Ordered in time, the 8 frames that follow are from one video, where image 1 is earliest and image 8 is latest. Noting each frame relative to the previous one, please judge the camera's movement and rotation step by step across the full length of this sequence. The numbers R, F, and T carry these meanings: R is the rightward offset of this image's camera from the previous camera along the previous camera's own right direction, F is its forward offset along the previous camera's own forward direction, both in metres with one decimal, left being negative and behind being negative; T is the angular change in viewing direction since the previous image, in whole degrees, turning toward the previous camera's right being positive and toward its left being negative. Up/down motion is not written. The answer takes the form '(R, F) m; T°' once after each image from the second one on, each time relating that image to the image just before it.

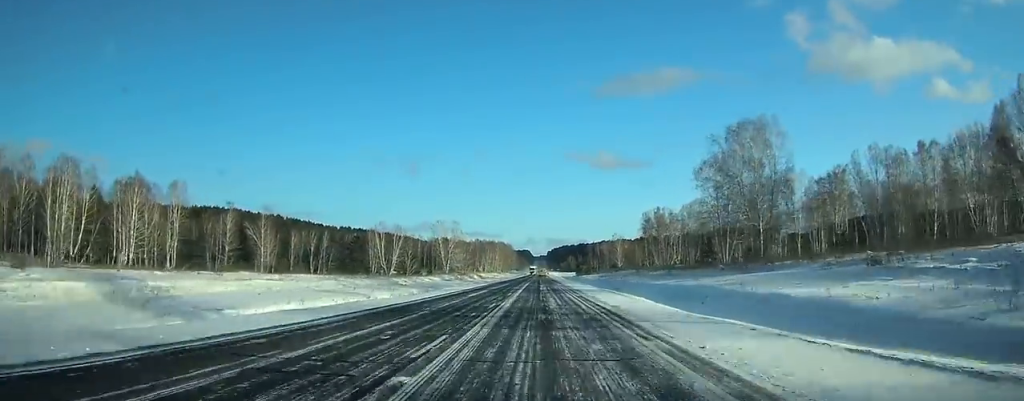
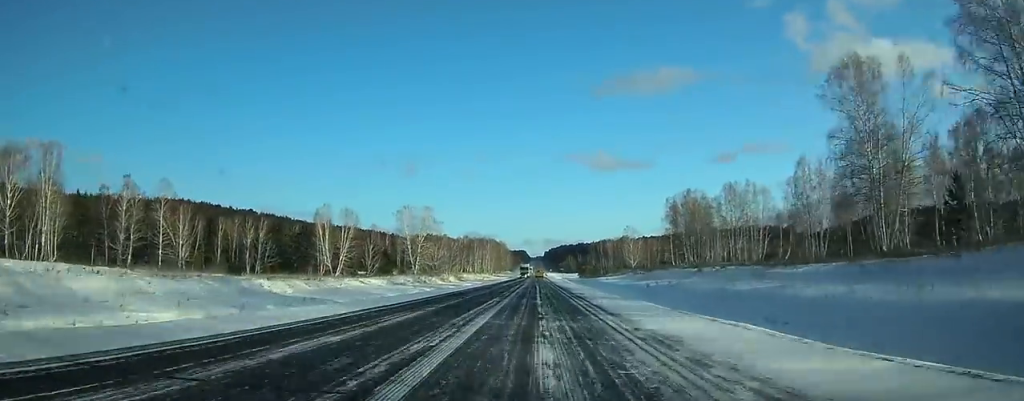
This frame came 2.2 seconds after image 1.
(0.0, +46.9) m; 0°
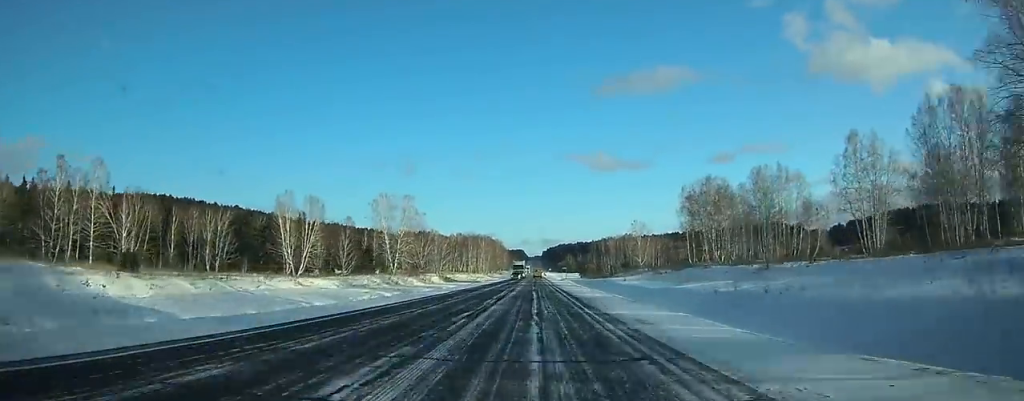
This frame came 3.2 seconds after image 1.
(-0.1, +21.1) m; 0°
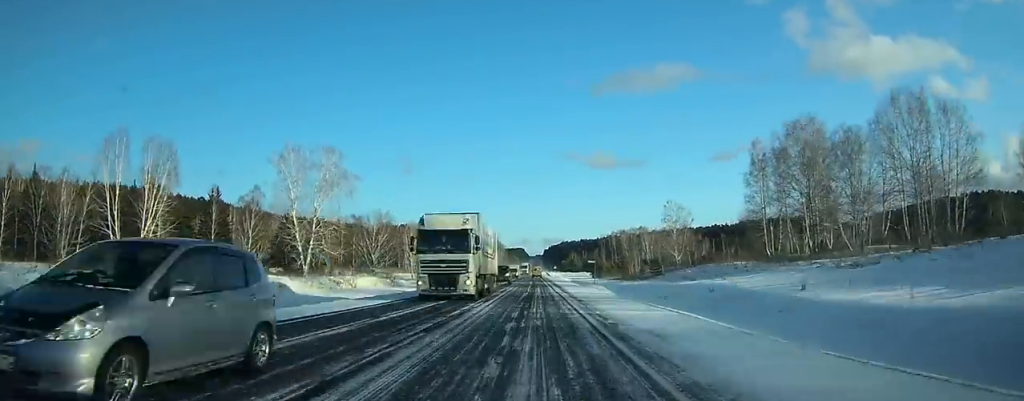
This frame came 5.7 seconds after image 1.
(+0.1, +51.9) m; 0°
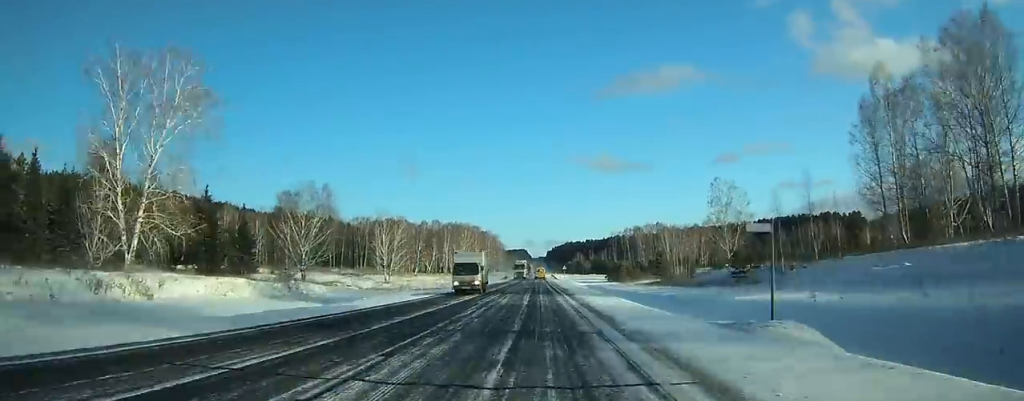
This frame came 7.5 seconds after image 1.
(-0.1, +39.2) m; 0°
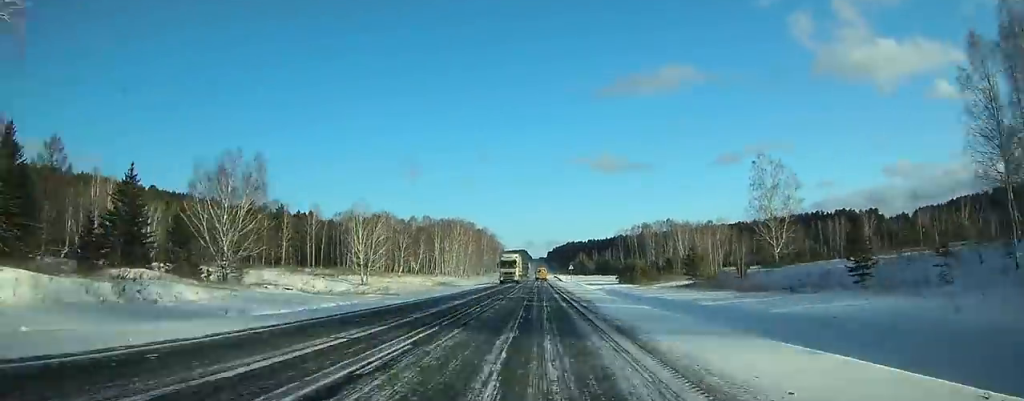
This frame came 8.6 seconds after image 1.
(-0.1, +22.4) m; 0°
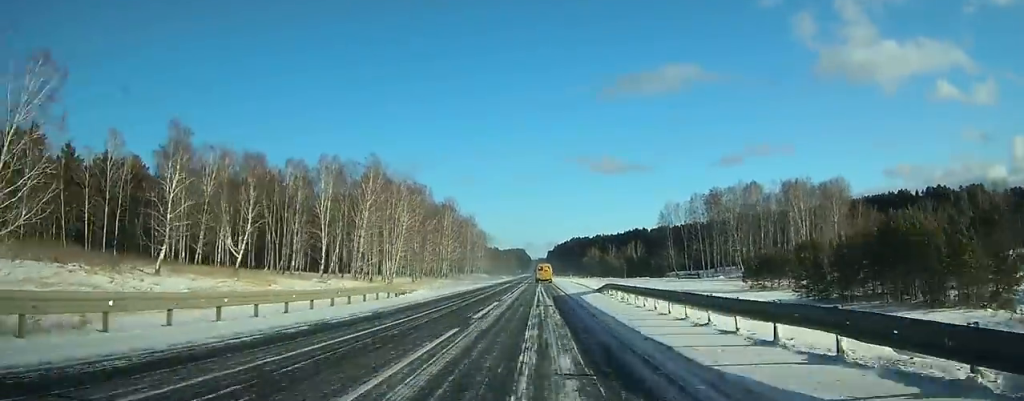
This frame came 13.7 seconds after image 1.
(-0.3, +107.8) m; 0°
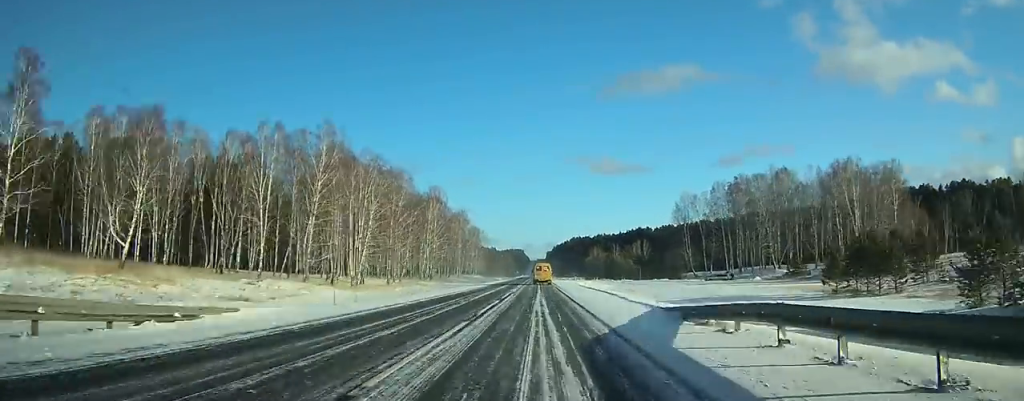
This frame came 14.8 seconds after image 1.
(0.0, +22.0) m; 0°
